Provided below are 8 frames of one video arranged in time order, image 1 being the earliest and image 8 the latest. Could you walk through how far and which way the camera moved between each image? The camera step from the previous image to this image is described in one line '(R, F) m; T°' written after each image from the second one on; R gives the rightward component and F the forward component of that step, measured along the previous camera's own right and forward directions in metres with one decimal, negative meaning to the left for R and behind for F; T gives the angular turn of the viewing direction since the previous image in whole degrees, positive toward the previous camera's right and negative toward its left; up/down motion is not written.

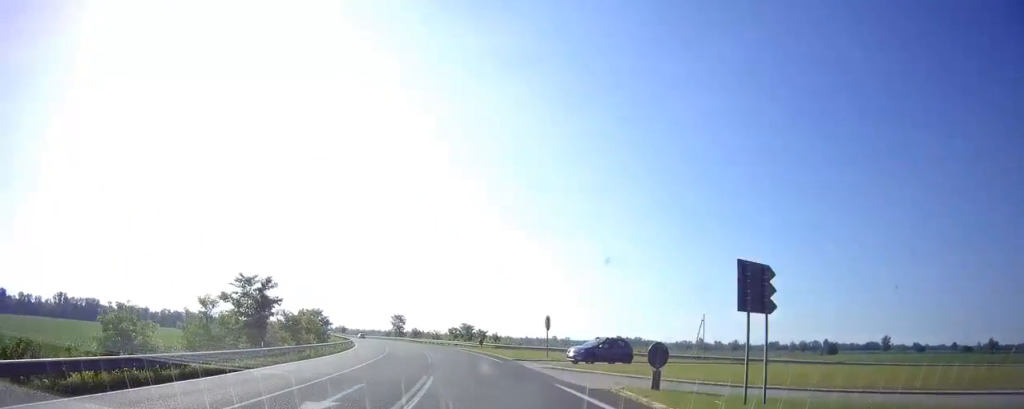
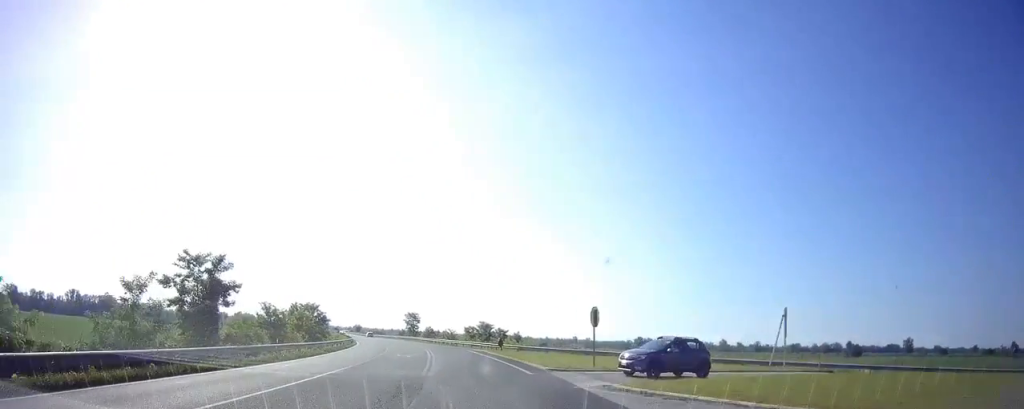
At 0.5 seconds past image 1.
(-0.1, +10.2) m; -3°
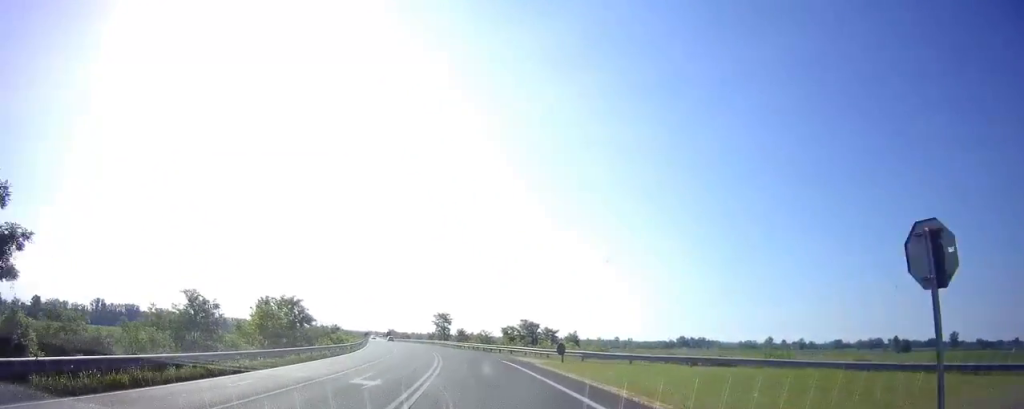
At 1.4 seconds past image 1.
(-0.9, +17.8) m; -3°
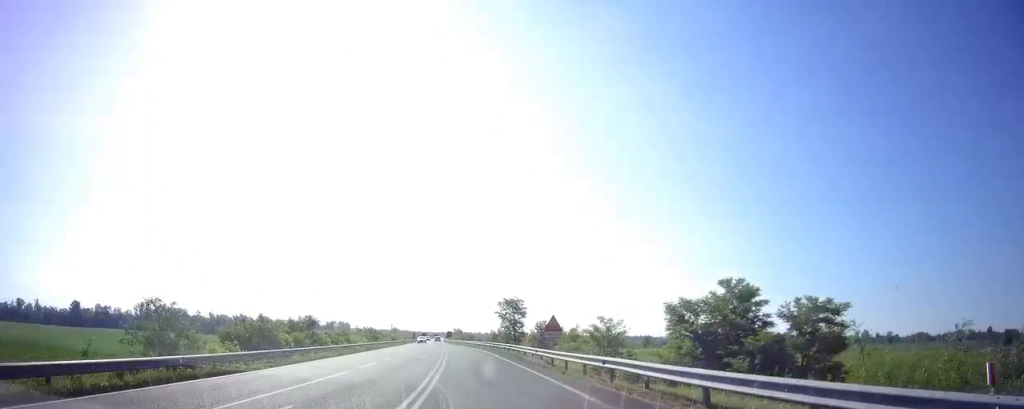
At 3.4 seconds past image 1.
(-2.6, +43.0) m; -6°
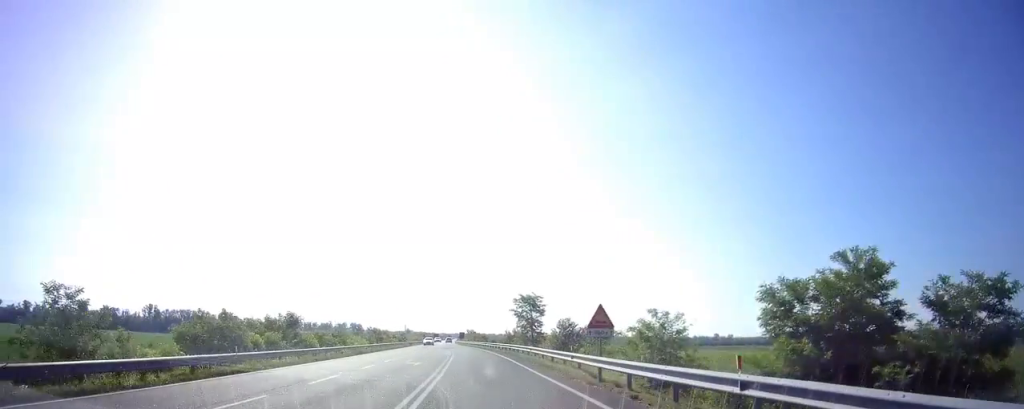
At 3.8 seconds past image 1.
(-0.1, +8.7) m; -1°
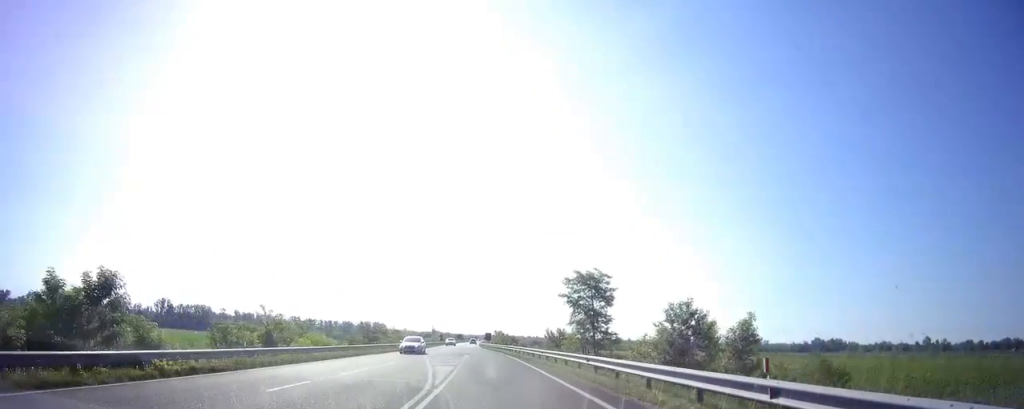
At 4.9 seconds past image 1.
(+0.1, +25.1) m; -1°
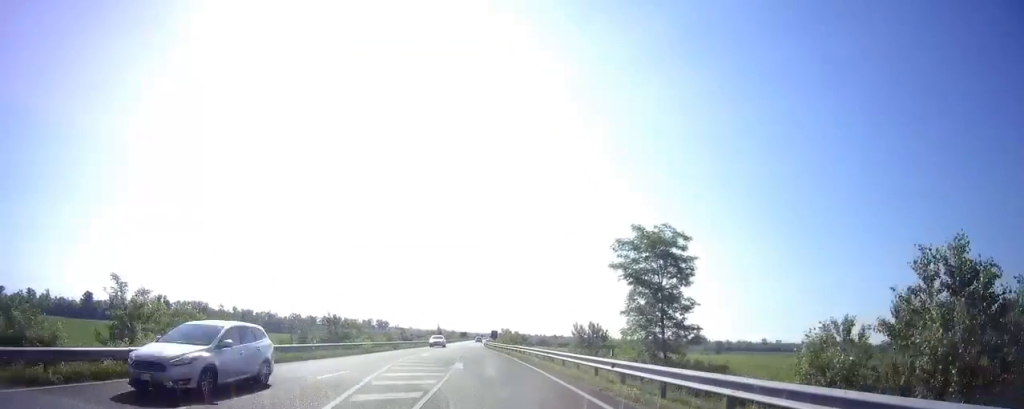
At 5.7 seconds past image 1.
(-0.1, +16.4) m; -2°
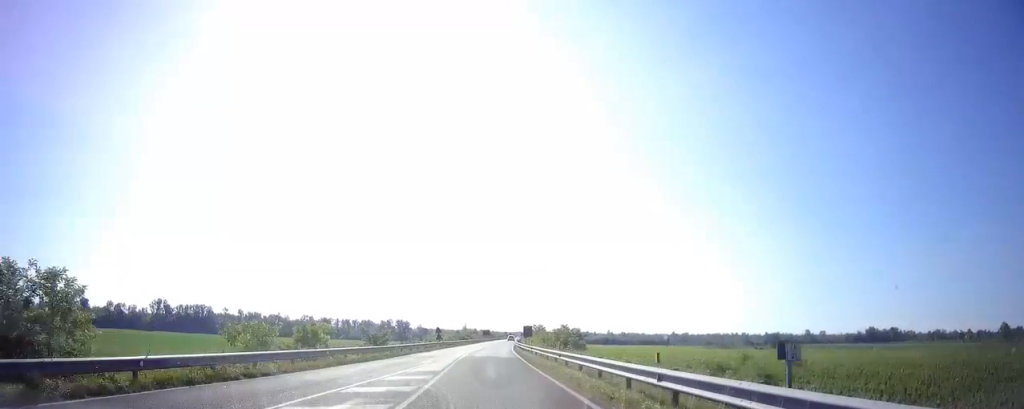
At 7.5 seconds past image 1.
(-1.0, +41.7) m; -1°
